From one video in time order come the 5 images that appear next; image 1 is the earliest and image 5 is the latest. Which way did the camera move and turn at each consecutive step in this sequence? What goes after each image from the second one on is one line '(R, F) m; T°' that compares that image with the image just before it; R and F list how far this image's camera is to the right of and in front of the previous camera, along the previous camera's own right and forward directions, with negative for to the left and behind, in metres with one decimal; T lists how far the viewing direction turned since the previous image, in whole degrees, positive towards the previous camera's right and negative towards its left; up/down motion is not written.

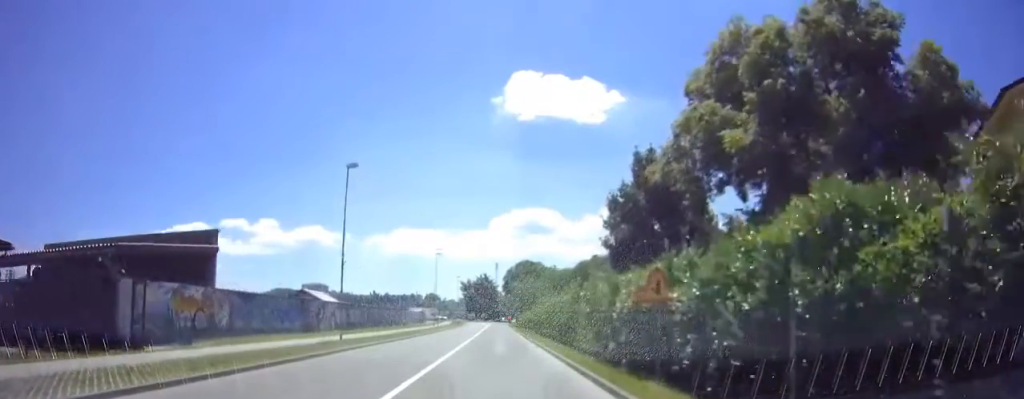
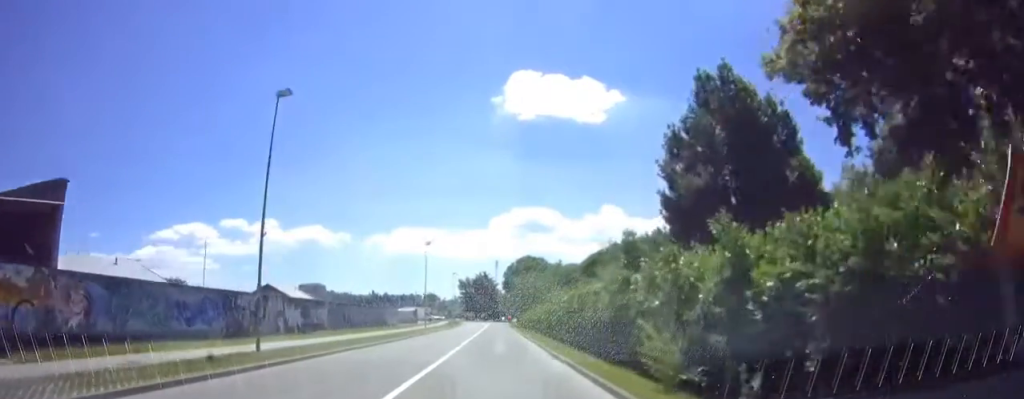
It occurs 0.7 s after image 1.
(+0.2, +8.4) m; 0°
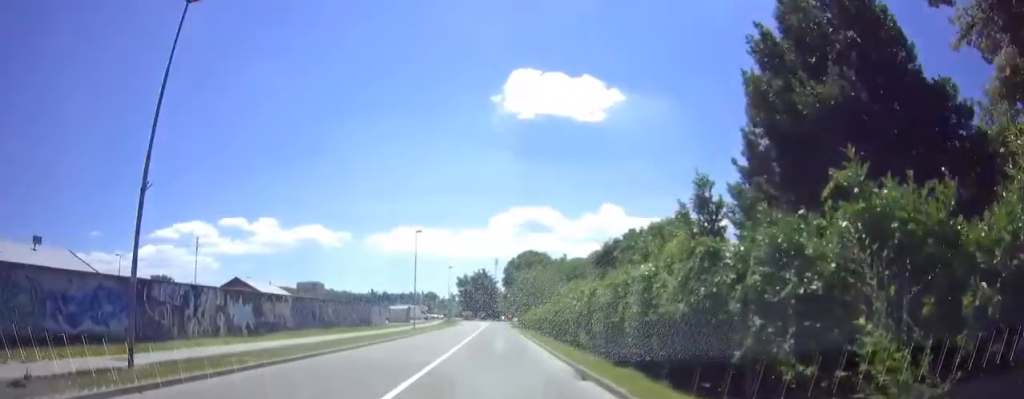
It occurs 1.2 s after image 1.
(0.0, +6.3) m; 0°
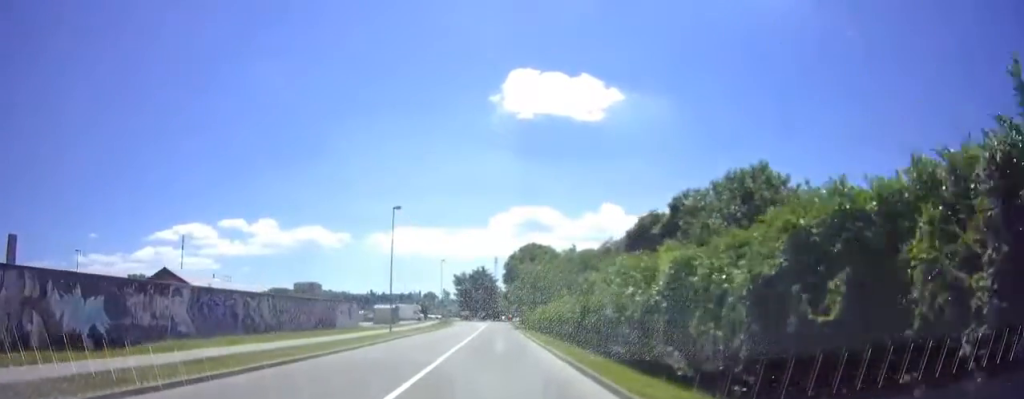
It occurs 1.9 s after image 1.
(-0.2, +9.6) m; 0°
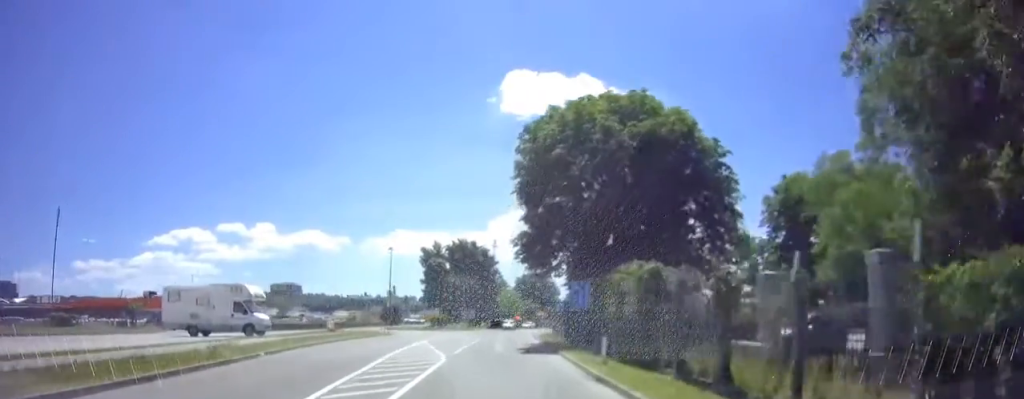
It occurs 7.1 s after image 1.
(+0.5, +63.5) m; 0°
